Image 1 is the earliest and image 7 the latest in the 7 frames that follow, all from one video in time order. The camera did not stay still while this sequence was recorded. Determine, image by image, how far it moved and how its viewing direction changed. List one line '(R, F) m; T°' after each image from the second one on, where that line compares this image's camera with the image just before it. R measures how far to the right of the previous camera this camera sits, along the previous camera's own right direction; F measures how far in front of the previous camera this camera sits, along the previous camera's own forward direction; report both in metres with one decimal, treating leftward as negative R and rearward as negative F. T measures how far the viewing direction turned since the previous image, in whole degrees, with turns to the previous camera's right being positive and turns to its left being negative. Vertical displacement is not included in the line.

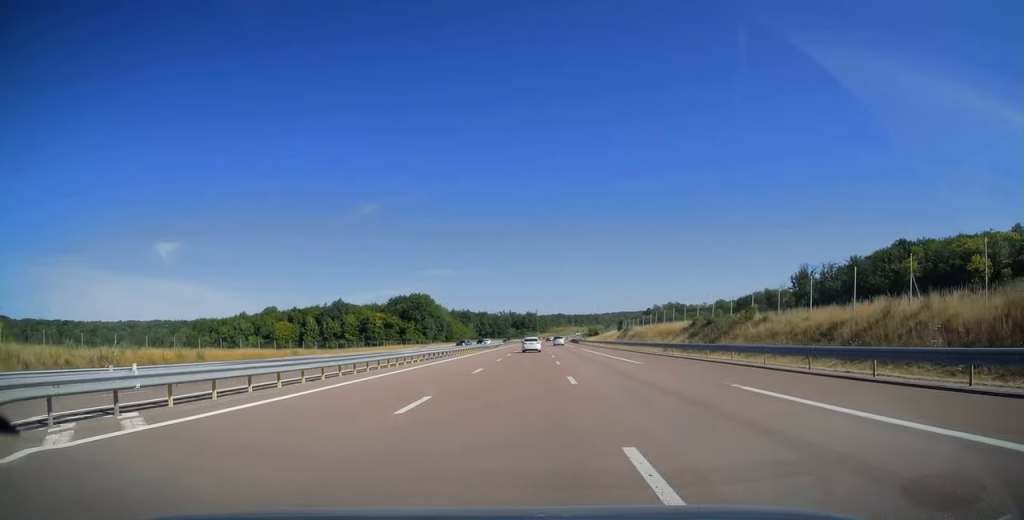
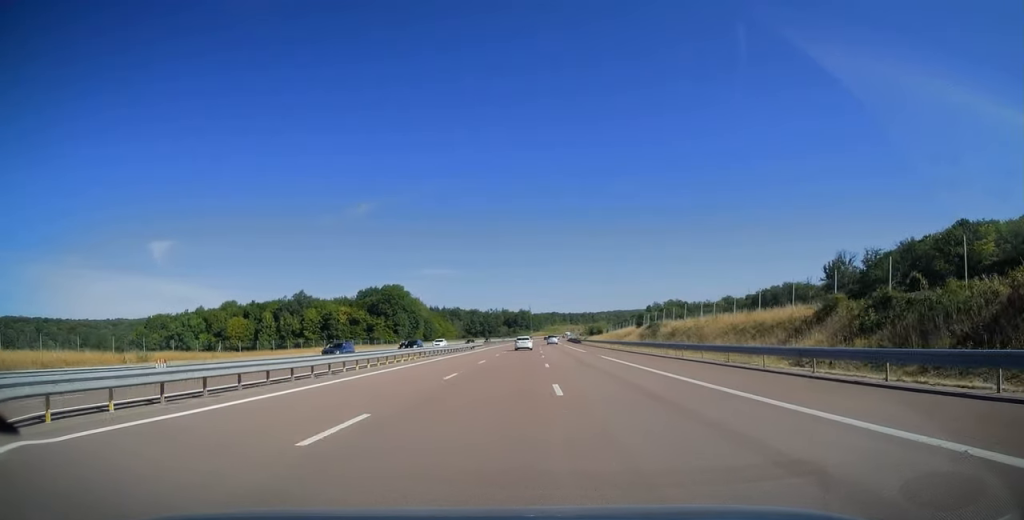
(+0.1, +29.5) m; 0°
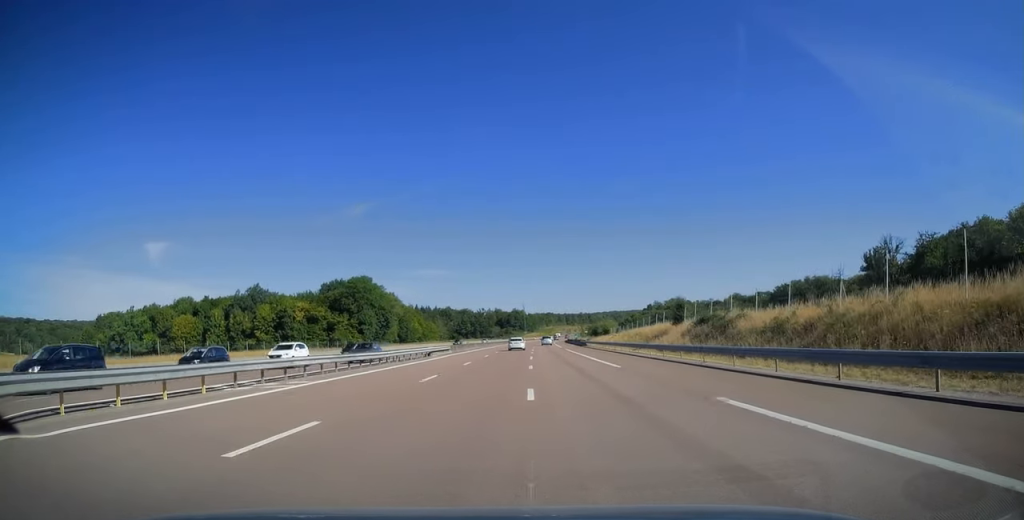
(0.0, +26.9) m; 0°
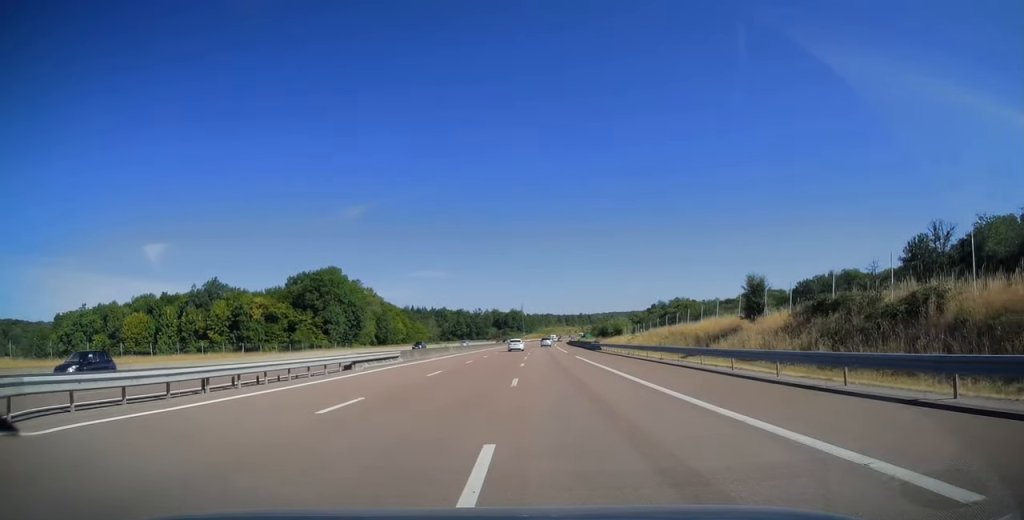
(0.0, +21.2) m; 0°
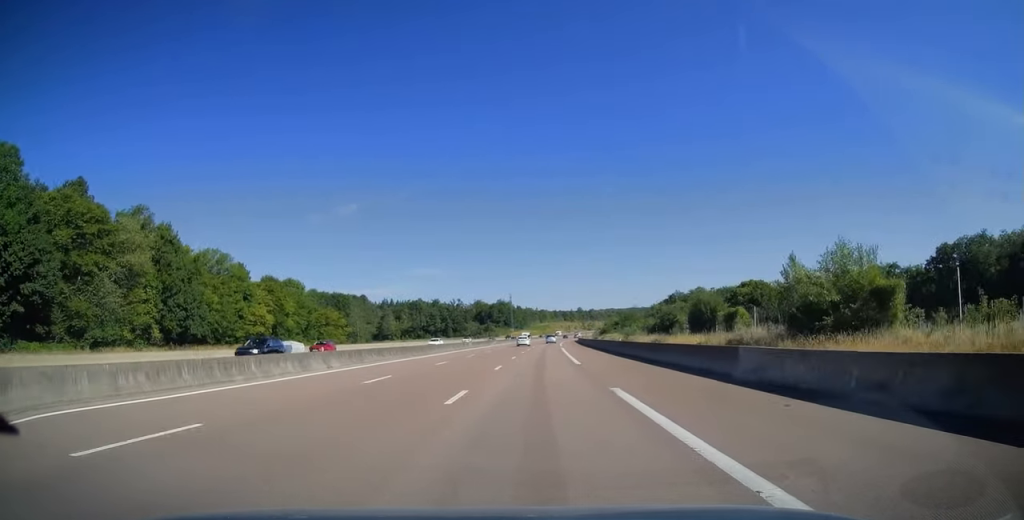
(+0.6, +83.7) m; +1°
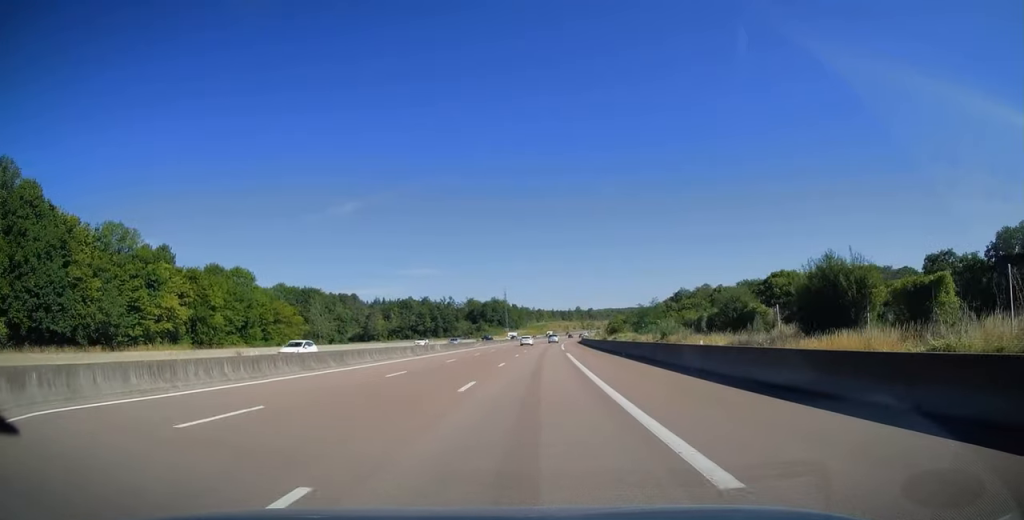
(0.0, +23.2) m; 0°
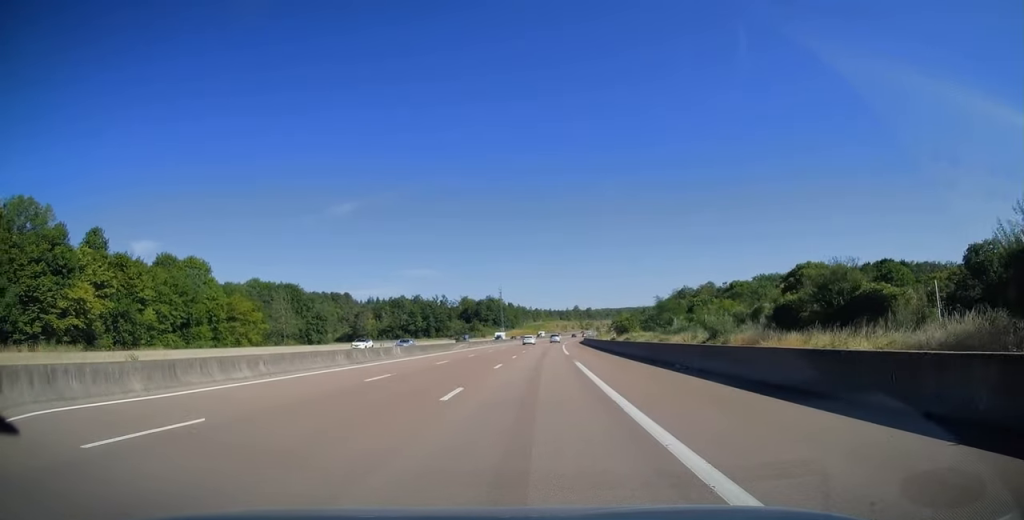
(-0.1, +15.4) m; 0°
